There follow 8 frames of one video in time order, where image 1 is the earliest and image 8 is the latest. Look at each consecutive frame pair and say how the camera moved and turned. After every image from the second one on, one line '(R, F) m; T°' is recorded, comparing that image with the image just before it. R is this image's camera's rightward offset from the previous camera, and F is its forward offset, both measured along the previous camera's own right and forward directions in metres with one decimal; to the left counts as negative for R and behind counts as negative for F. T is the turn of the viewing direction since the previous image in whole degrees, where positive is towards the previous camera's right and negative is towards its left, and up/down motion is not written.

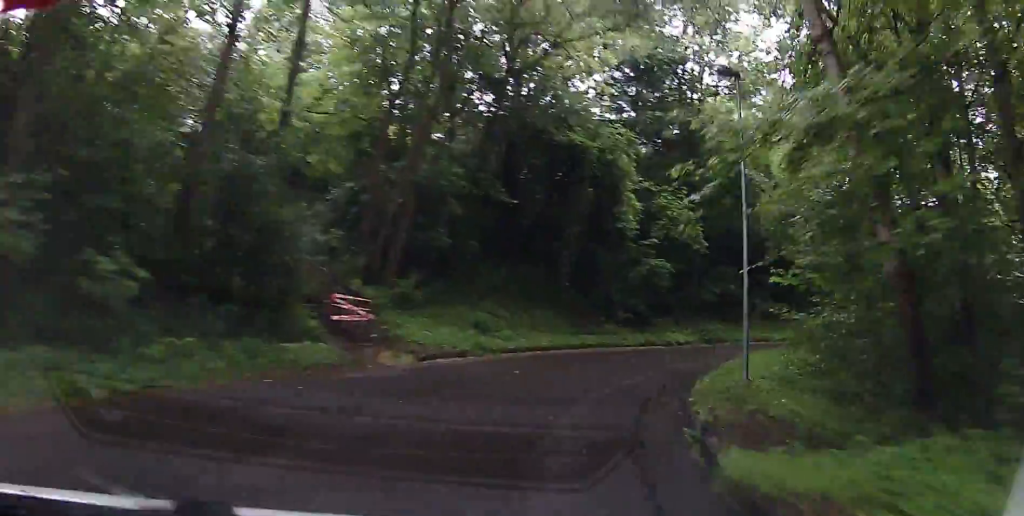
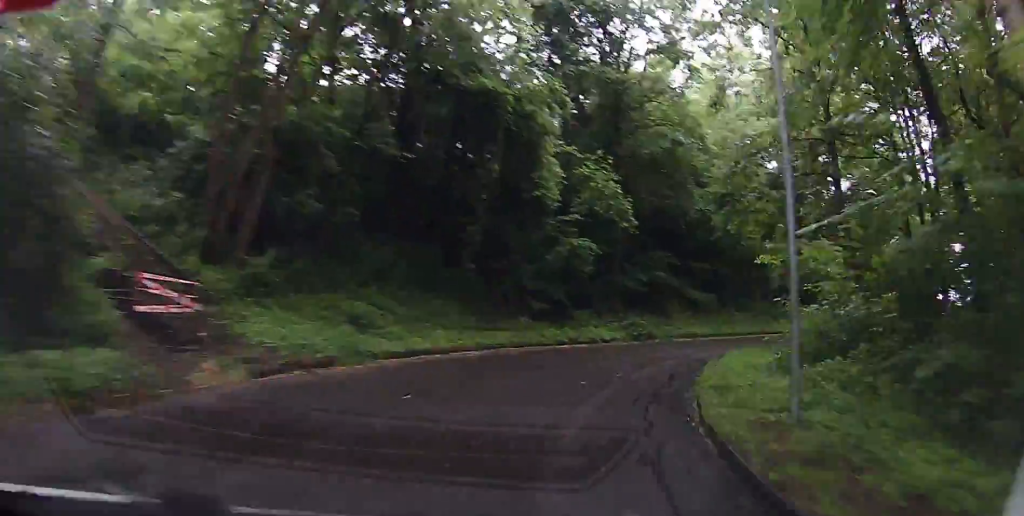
(+0.8, +4.5) m; +9°
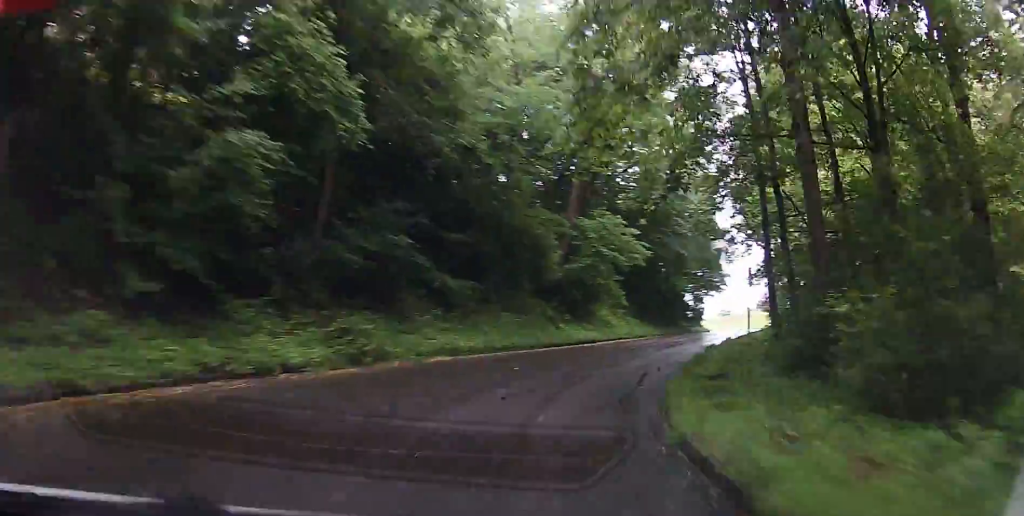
(+2.8, +11.4) m; +23°
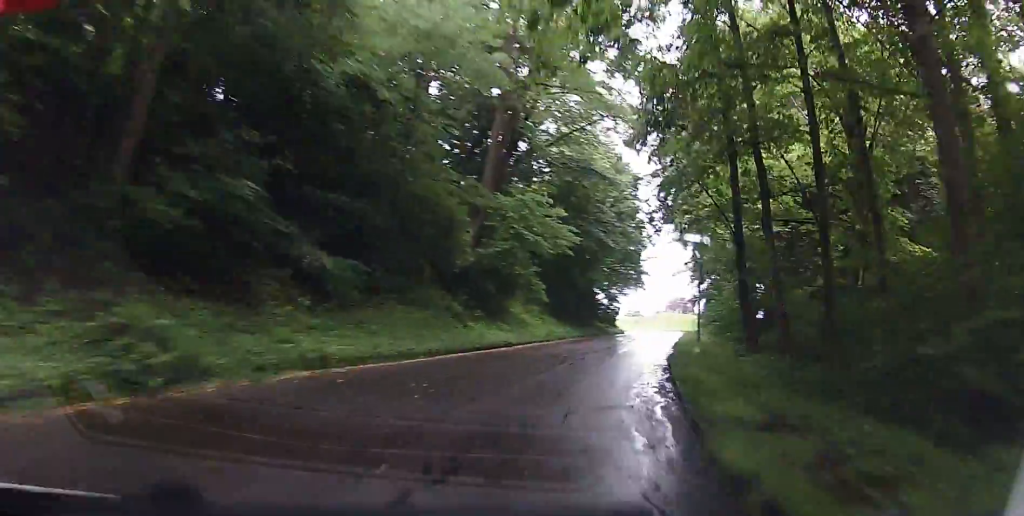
(0.0, +5.2) m; +8°
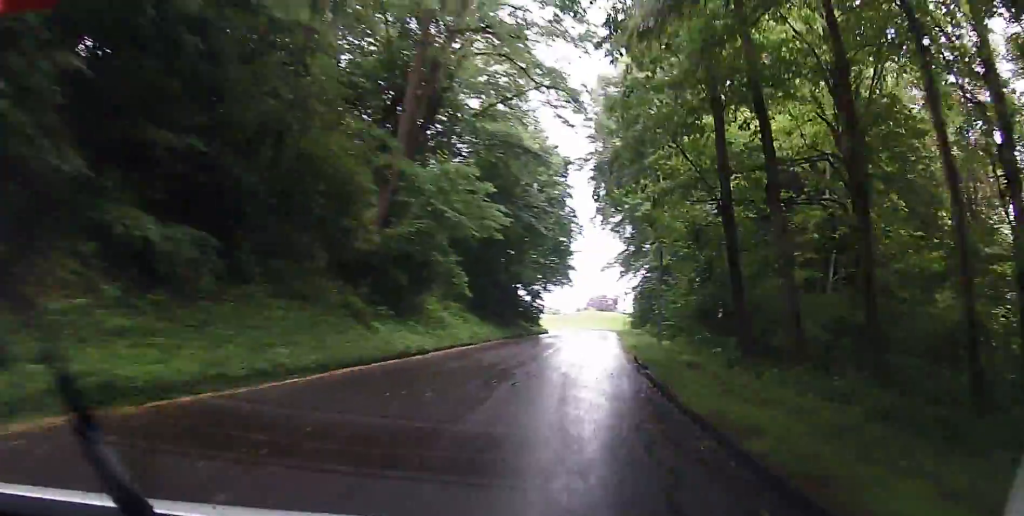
(+0.5, +4.8) m; +6°
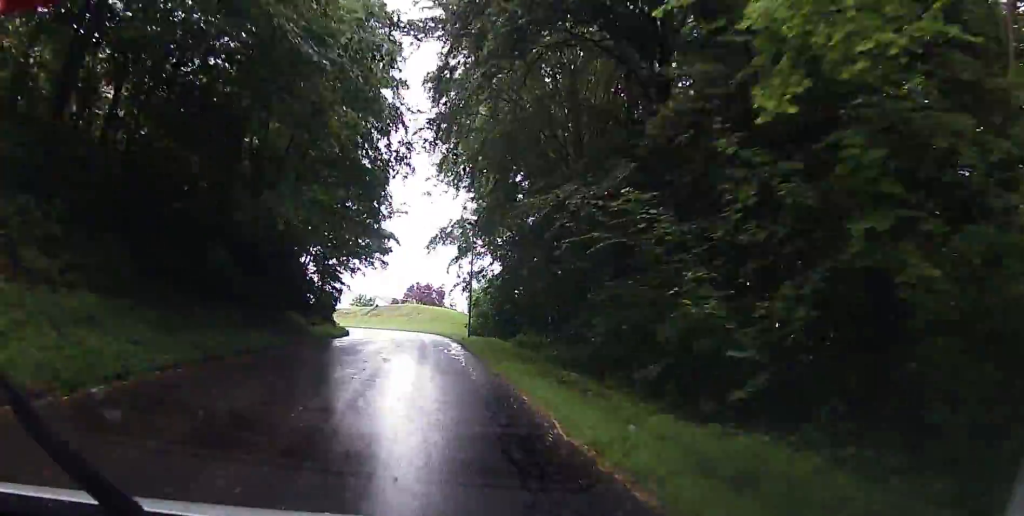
(+3.4, +20.2) m; +14°
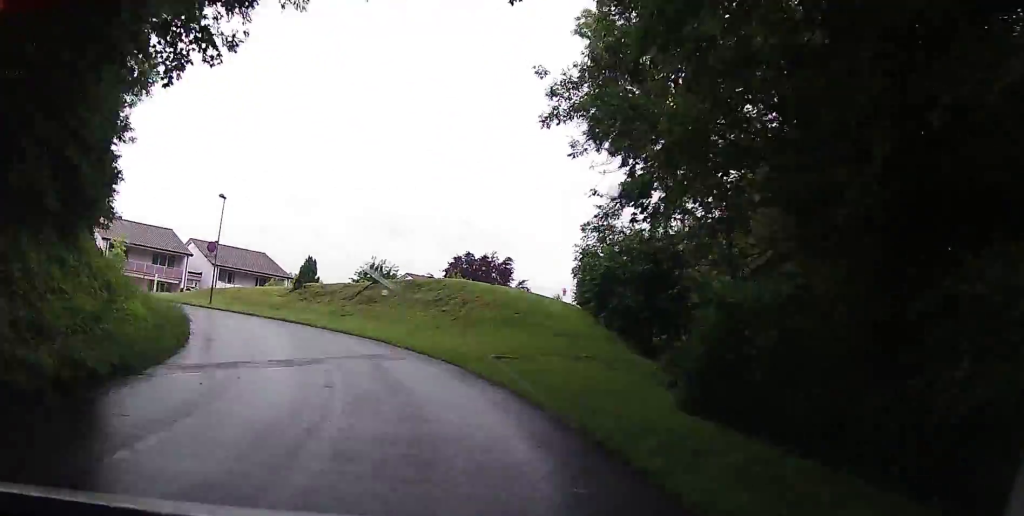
(+0.7, +33.2) m; -6°
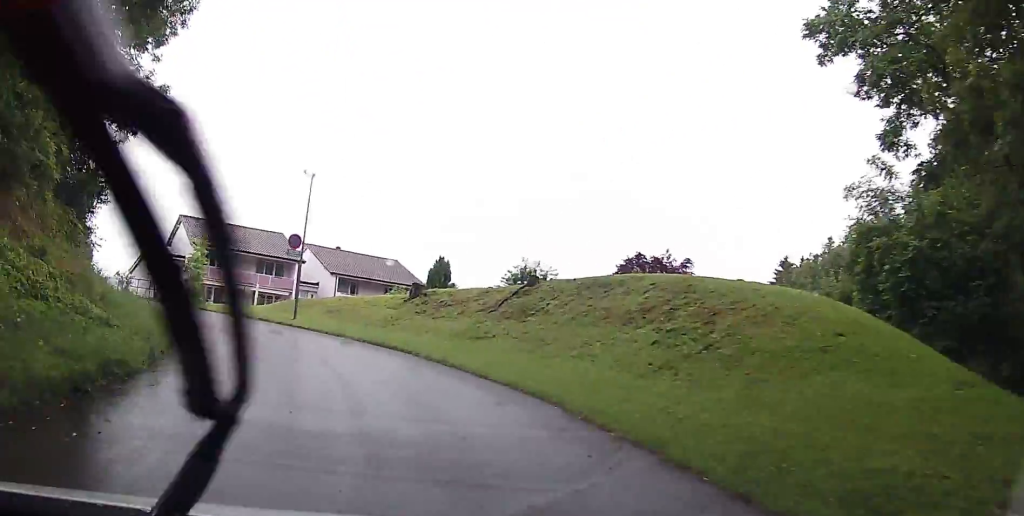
(-0.8, +10.8) m; -11°
